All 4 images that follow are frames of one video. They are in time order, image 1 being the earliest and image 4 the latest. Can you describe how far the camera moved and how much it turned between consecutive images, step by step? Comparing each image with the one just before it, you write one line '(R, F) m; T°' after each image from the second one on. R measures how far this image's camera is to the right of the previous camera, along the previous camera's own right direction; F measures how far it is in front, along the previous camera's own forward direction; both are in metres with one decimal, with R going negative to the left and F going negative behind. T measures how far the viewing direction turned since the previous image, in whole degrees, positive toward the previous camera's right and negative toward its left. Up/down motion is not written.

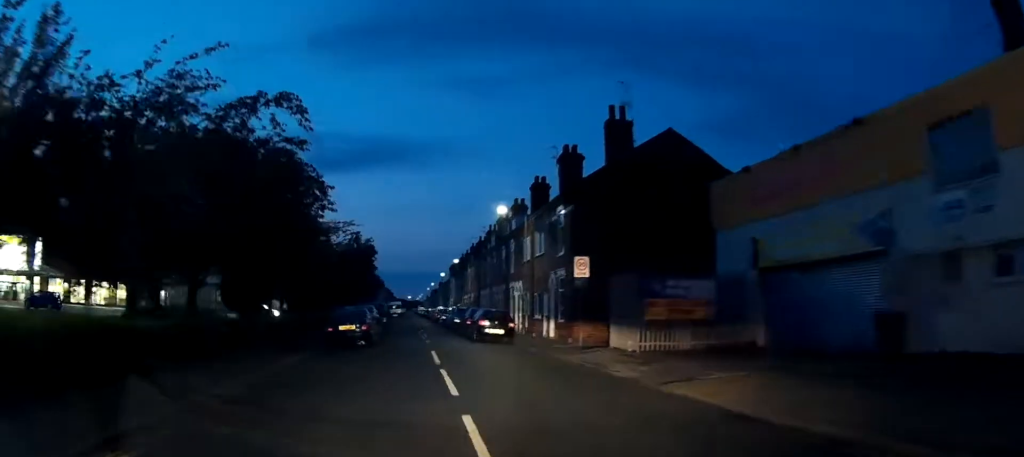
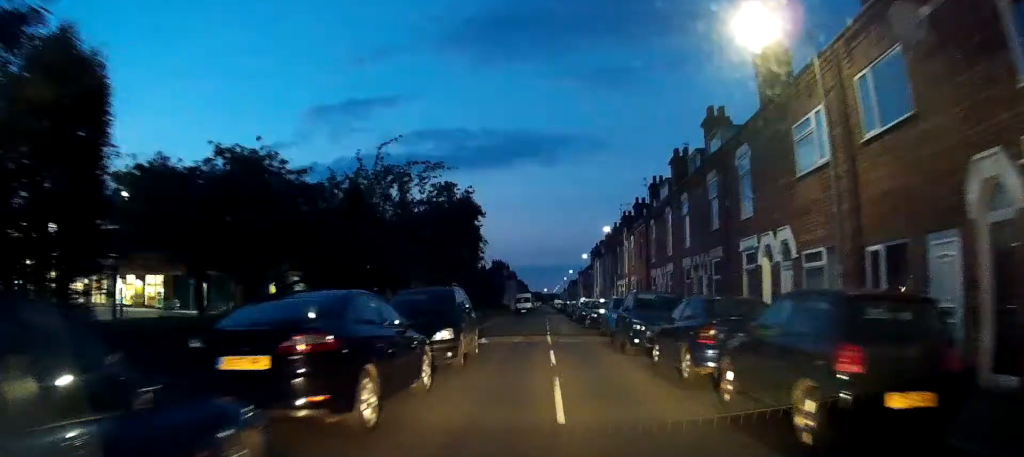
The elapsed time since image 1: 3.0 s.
(-2.5, +19.0) m; -13°
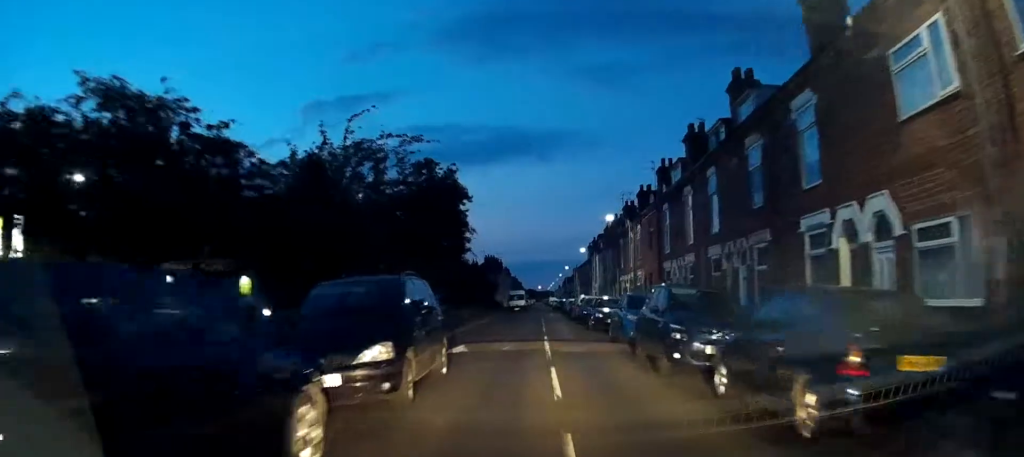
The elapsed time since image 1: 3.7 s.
(-0.1, +4.8) m; -2°
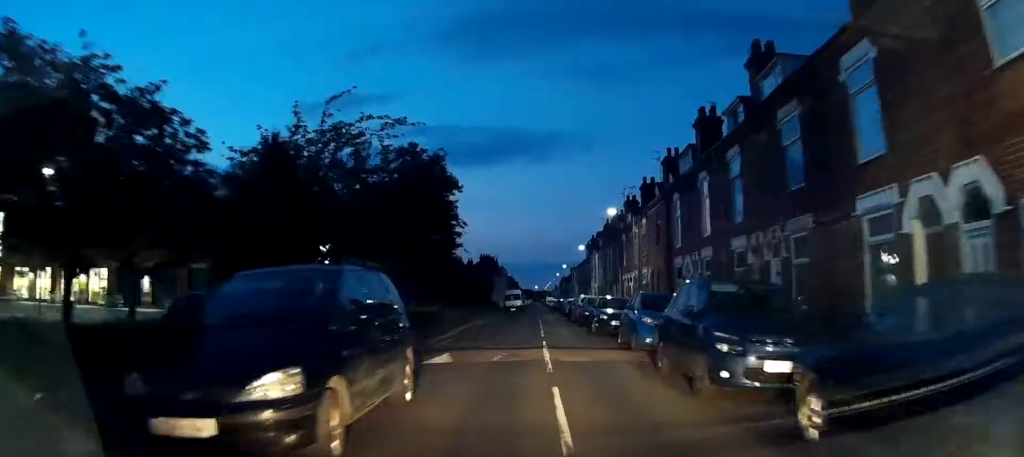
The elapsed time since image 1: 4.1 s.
(0.0, +2.9) m; -1°
